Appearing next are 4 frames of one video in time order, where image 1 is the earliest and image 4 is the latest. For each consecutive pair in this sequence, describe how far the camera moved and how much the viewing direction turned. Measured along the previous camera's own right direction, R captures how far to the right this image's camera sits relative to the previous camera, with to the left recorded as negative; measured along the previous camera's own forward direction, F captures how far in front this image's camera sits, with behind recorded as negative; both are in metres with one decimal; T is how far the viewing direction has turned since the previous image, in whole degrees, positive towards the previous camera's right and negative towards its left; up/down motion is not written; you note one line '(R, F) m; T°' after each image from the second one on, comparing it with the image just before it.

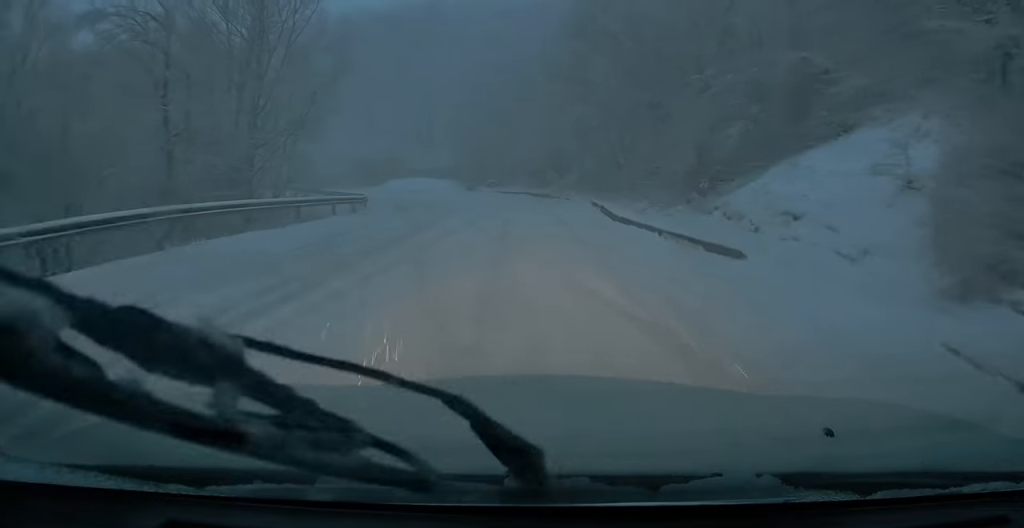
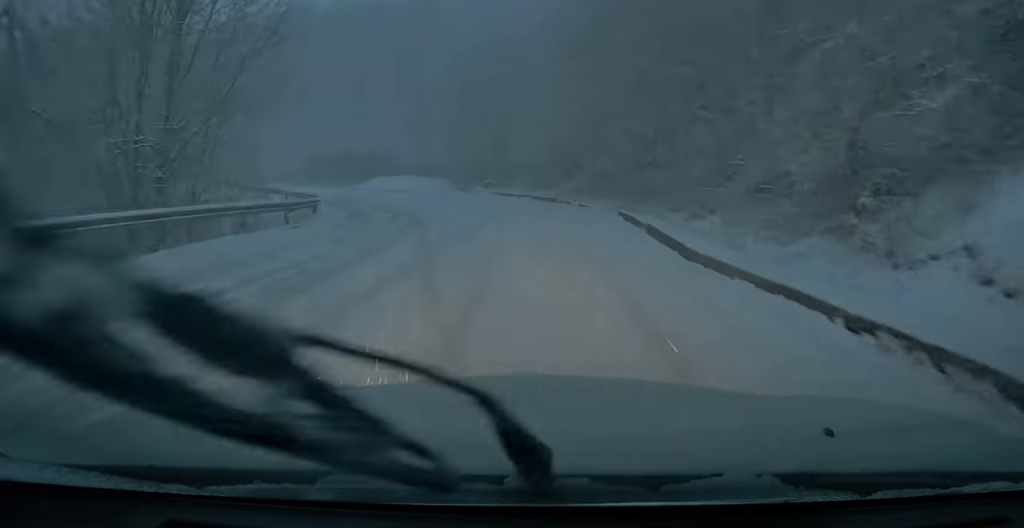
(+0.5, +7.7) m; +4°
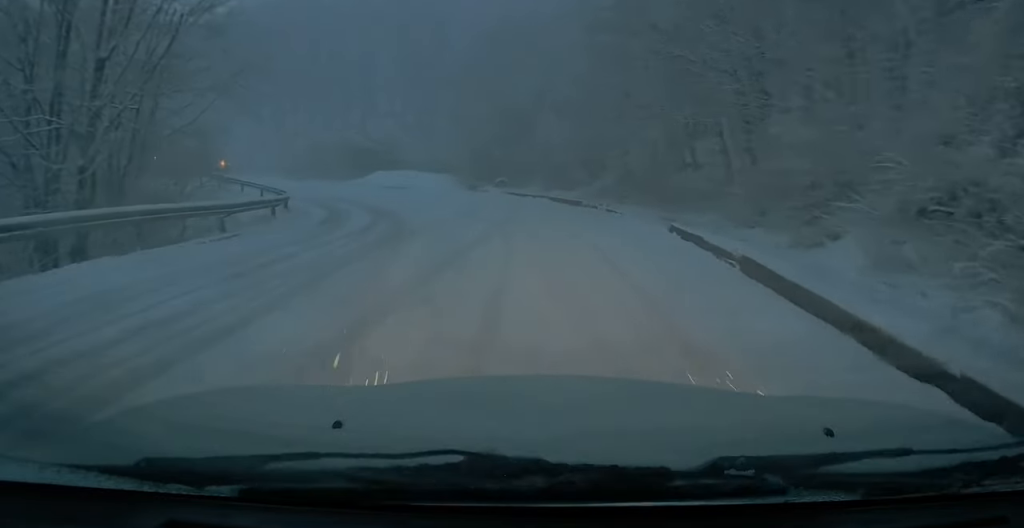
(0.0, +5.2) m; 0°
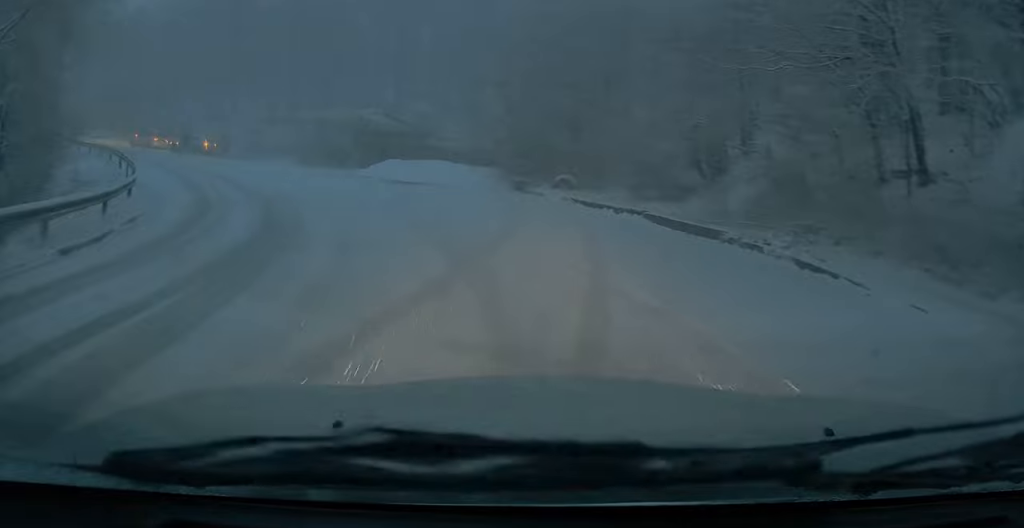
(-1.4, +13.5) m; -8°
